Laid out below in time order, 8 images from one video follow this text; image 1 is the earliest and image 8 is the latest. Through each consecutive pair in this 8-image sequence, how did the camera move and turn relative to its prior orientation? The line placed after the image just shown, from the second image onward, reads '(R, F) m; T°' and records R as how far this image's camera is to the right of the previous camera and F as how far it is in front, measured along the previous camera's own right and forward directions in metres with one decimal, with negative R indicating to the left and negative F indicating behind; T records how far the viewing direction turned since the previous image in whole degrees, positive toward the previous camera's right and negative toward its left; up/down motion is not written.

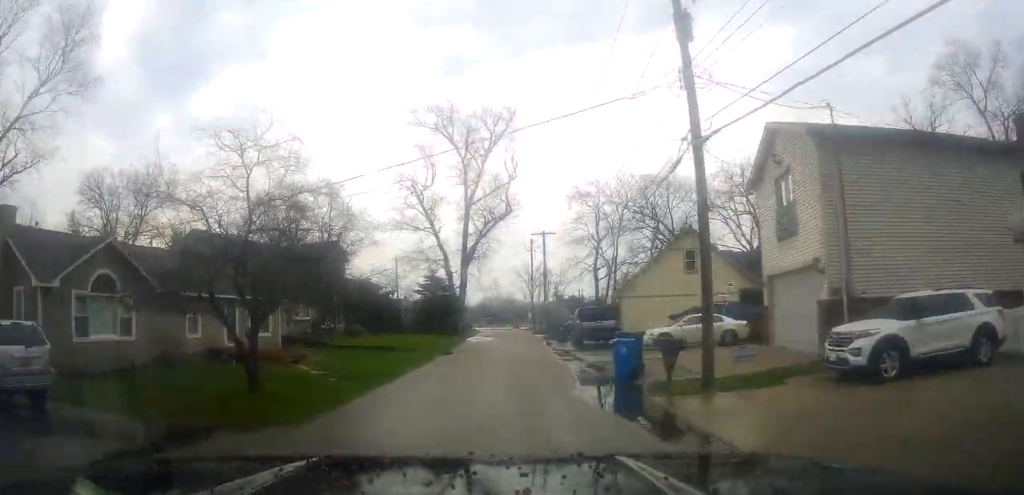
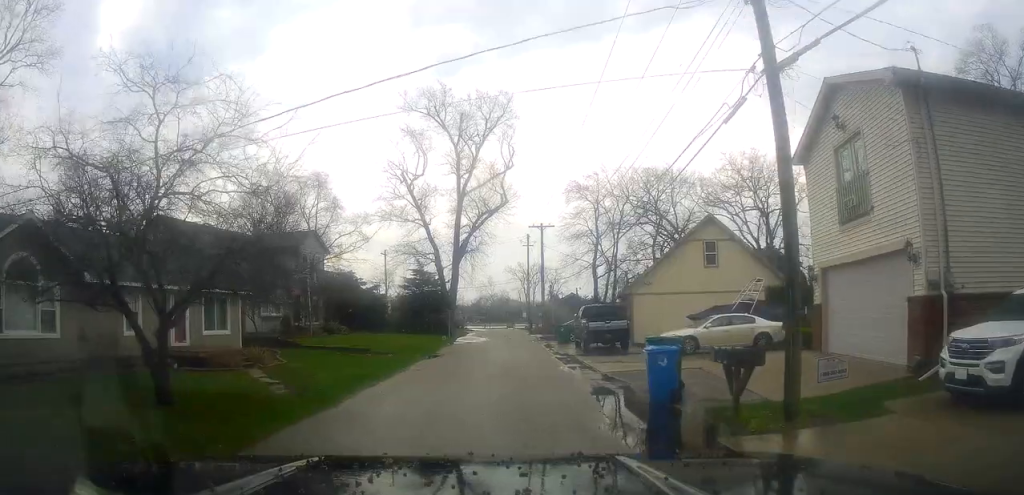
(-0.1, +4.1) m; -1°
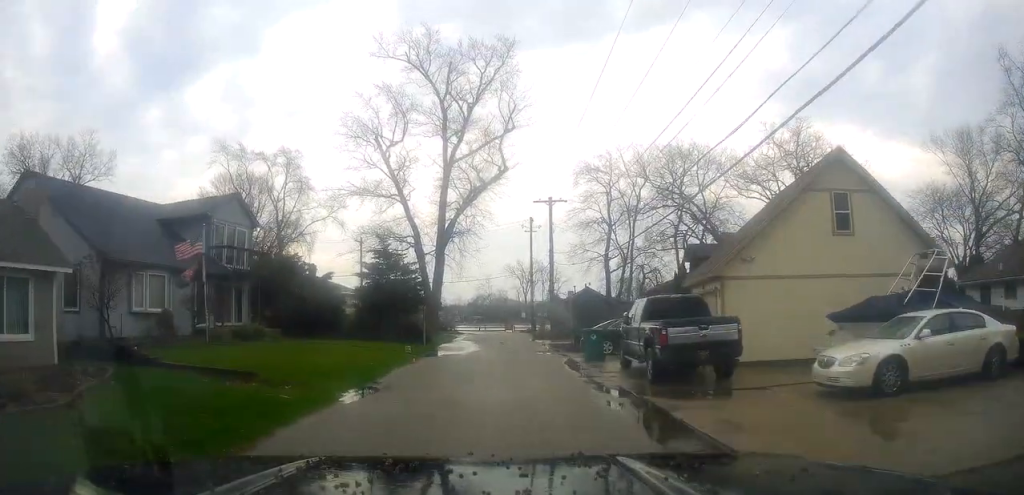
(+0.4, +12.1) m; +6°
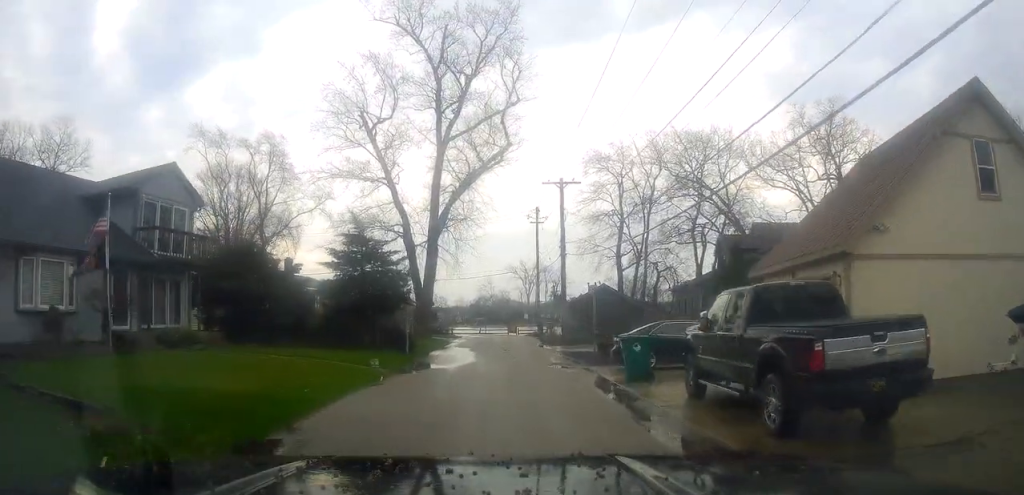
(+0.2, +6.6) m; +3°
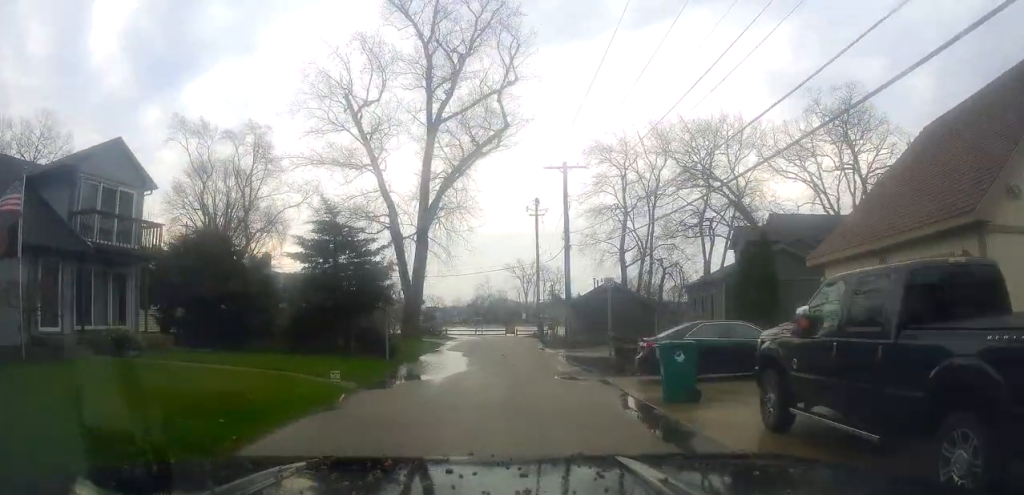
(+0.2, +3.9) m; 0°
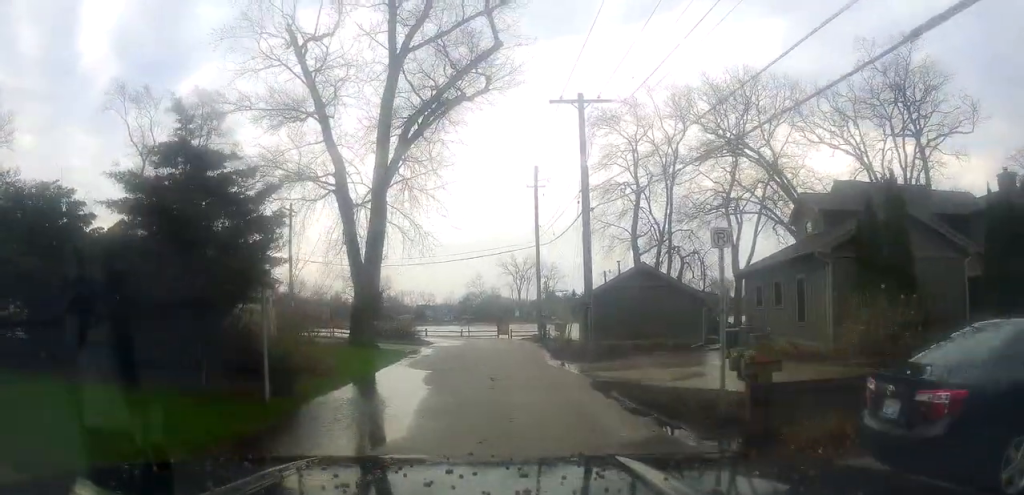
(-0.3, +10.8) m; -1°
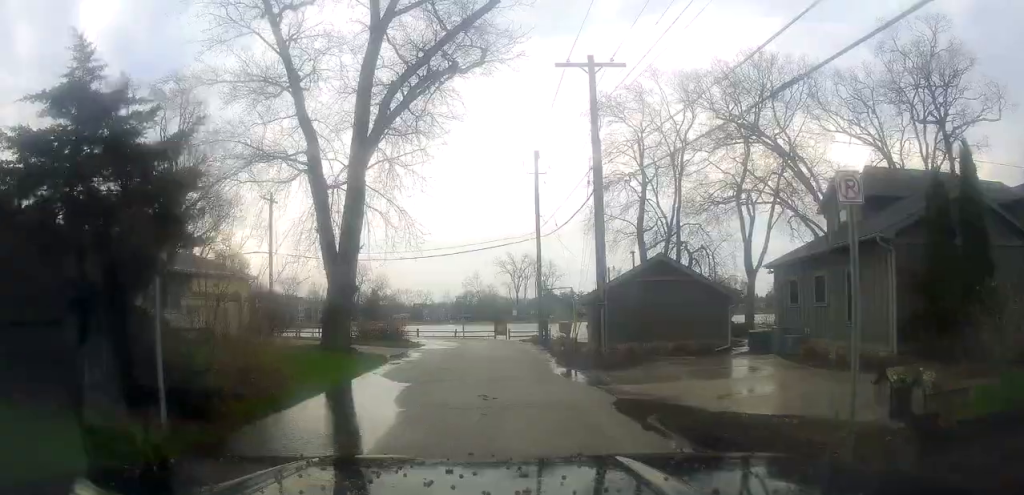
(+0.2, +3.7) m; 0°
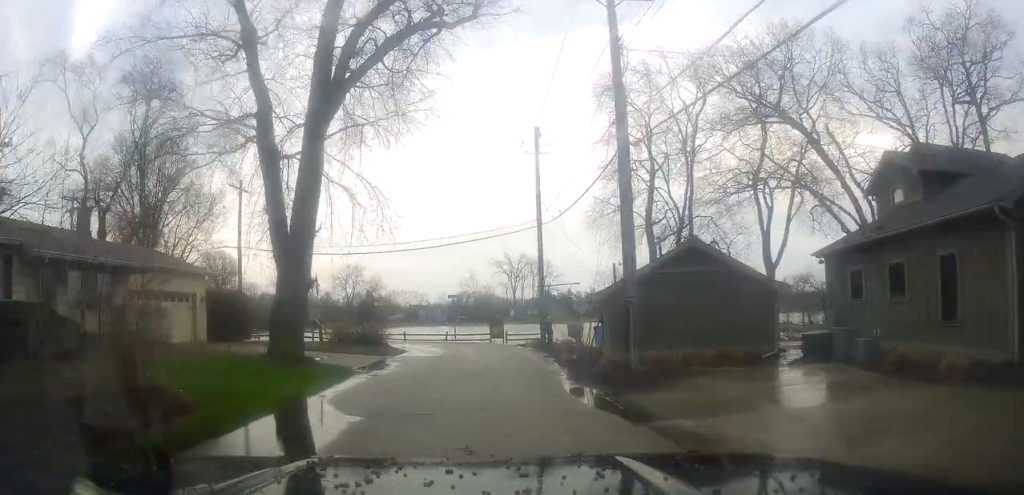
(0.0, +4.9) m; -3°
